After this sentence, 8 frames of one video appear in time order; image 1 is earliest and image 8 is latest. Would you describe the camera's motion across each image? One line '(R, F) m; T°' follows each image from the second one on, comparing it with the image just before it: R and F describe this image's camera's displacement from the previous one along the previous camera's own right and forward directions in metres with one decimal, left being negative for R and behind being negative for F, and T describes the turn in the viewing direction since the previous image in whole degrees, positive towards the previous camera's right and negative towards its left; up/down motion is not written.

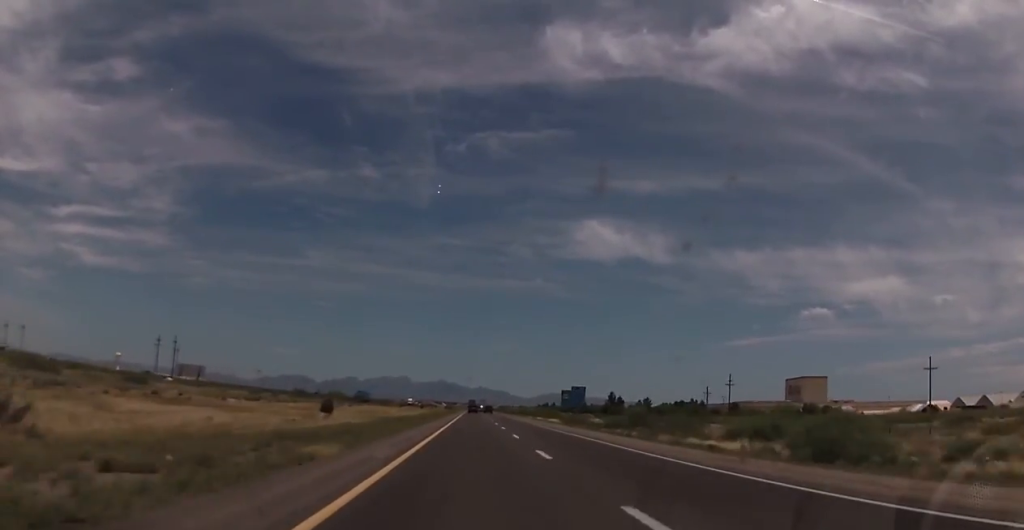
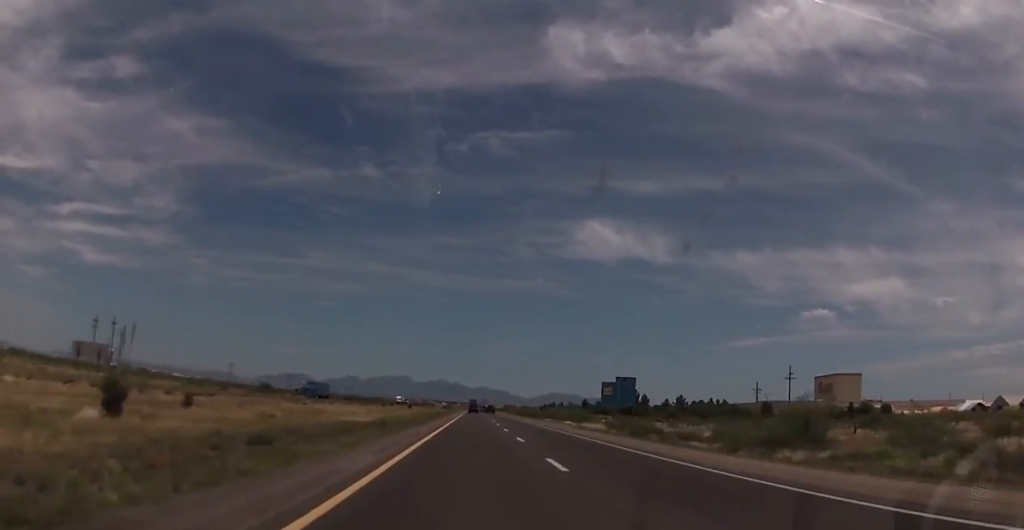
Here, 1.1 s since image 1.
(-0.6, +40.1) m; 0°
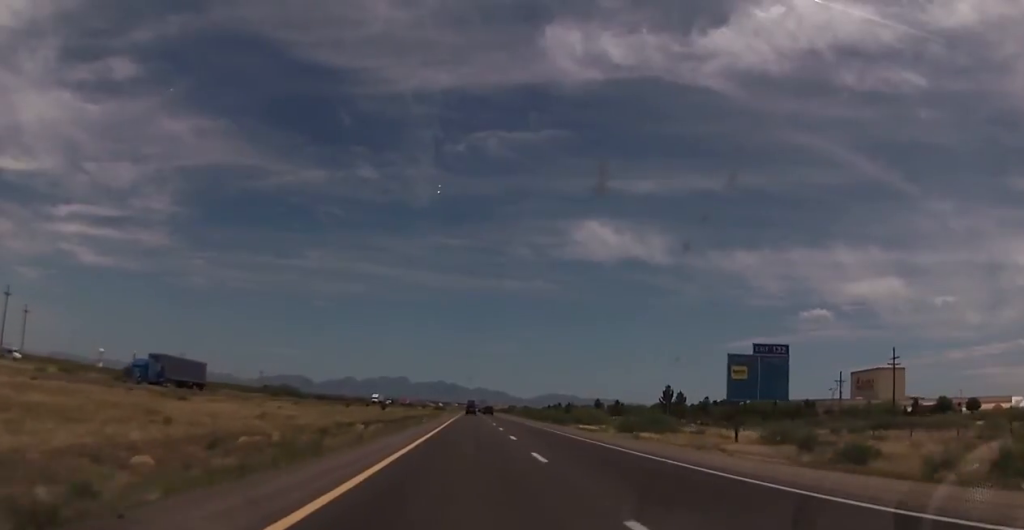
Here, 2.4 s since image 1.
(+0.7, +46.2) m; +1°
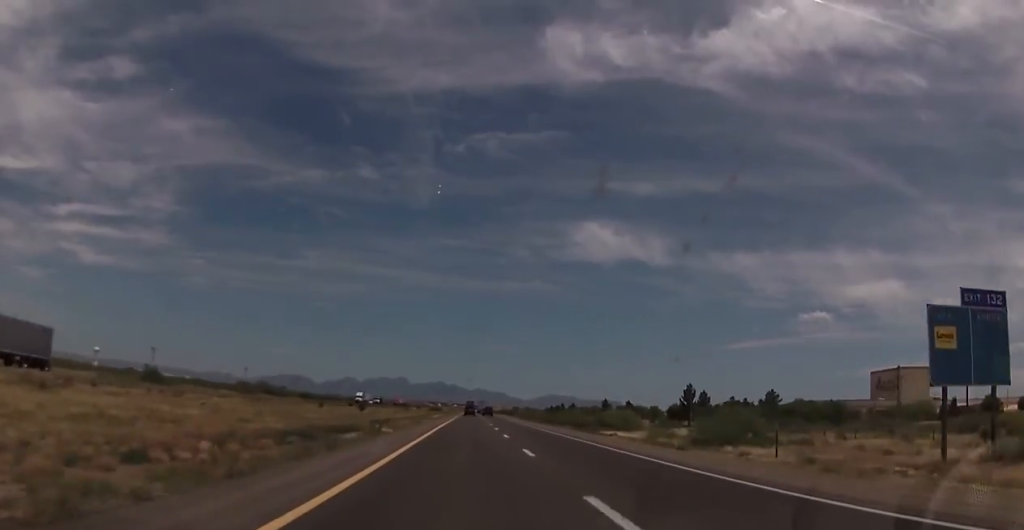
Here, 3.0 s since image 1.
(+0.1, +21.9) m; -1°
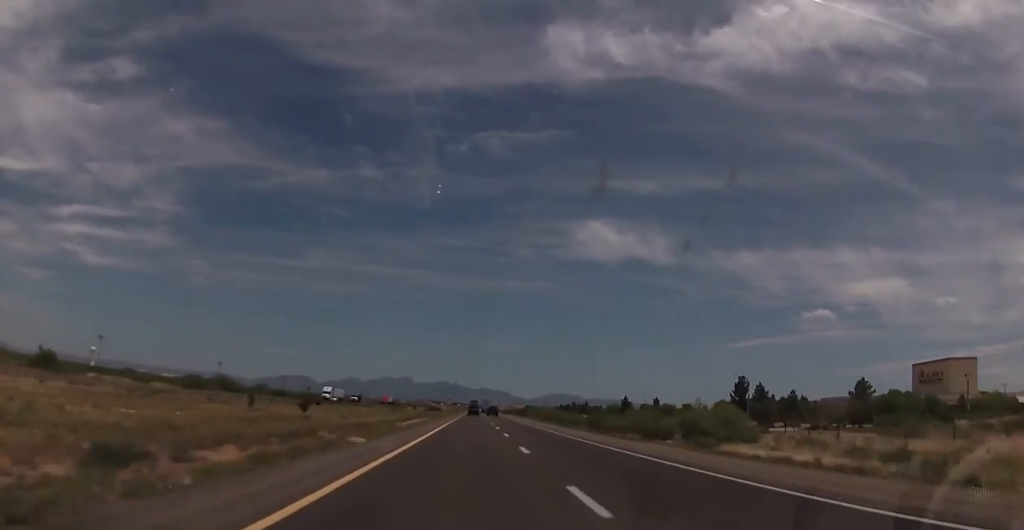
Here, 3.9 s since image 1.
(-0.4, +35.3) m; 0°
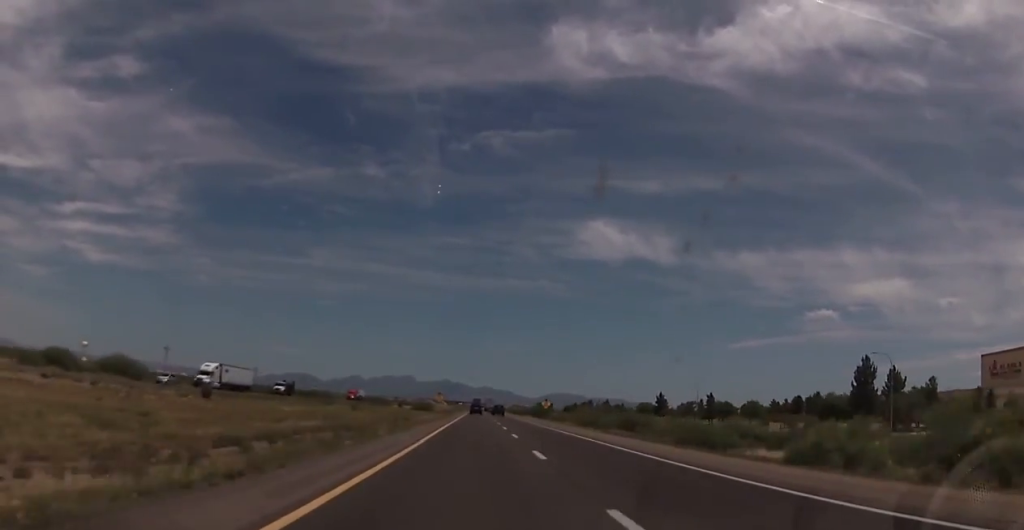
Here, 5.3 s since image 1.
(+0.4, +51.1) m; 0°
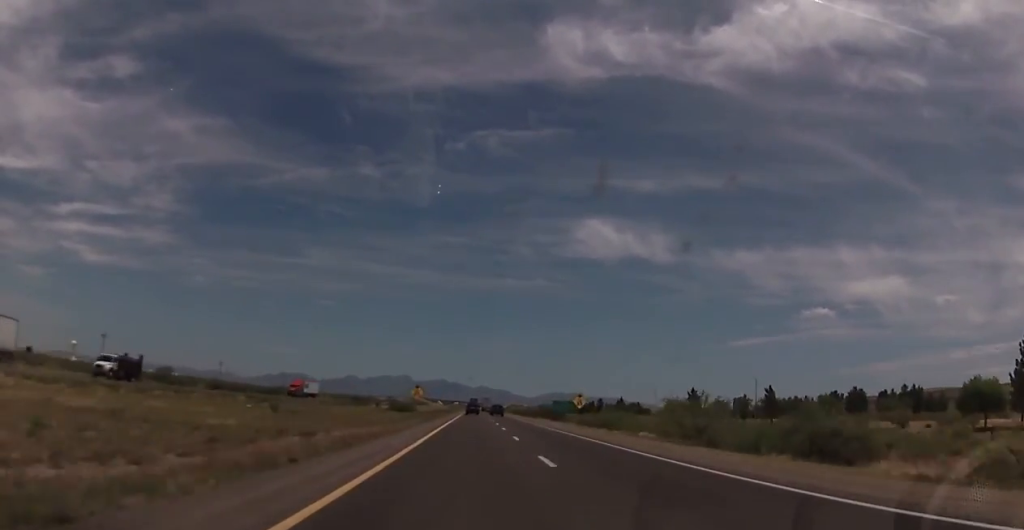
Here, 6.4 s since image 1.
(-0.4, +38.6) m; 0°
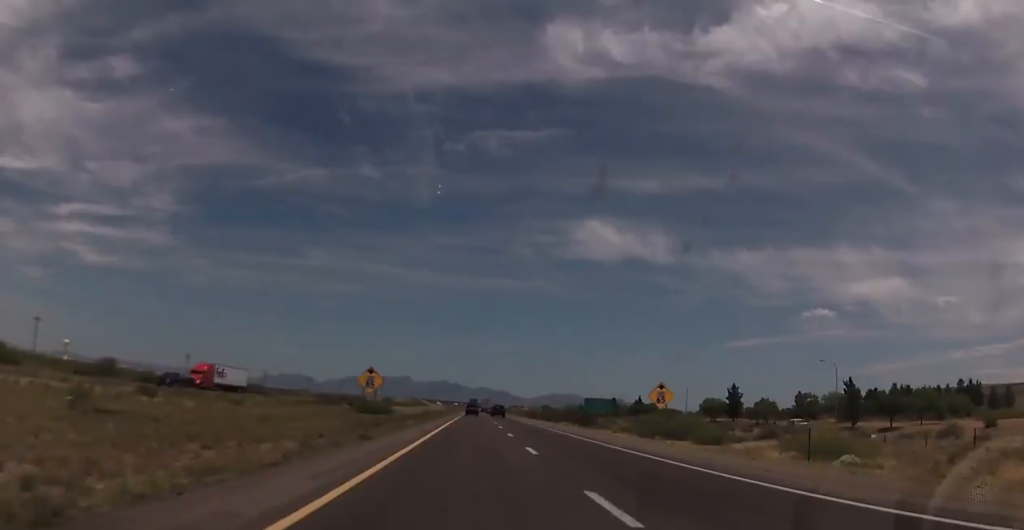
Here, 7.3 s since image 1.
(+0.4, +32.2) m; +1°
